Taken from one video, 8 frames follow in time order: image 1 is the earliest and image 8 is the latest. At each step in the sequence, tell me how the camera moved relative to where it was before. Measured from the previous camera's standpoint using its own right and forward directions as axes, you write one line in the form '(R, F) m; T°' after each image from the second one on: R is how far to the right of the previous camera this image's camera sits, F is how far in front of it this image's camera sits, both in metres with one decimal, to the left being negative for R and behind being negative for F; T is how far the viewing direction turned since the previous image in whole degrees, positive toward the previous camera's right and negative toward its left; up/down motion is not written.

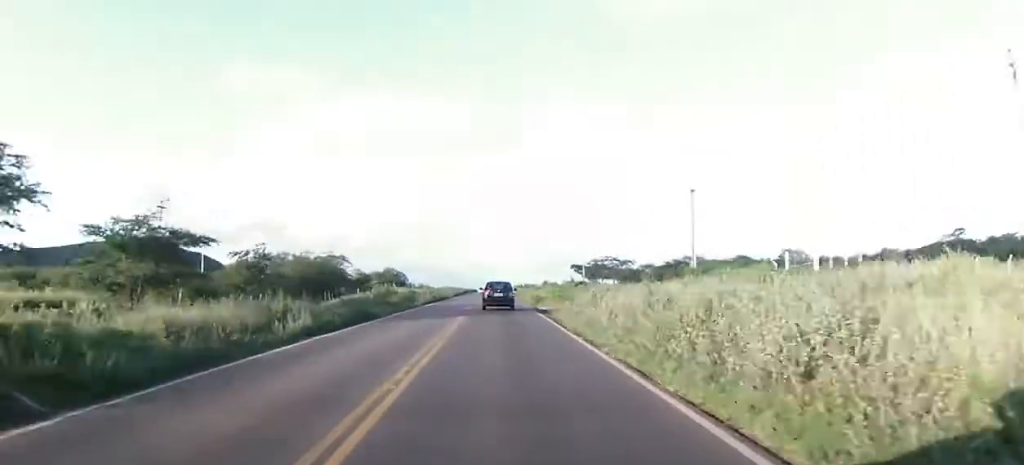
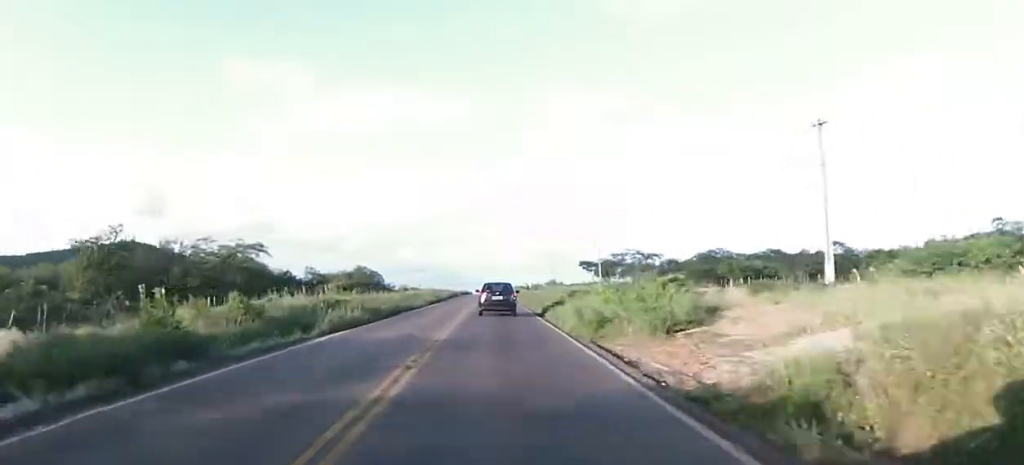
(-0.2, +27.5) m; -1°
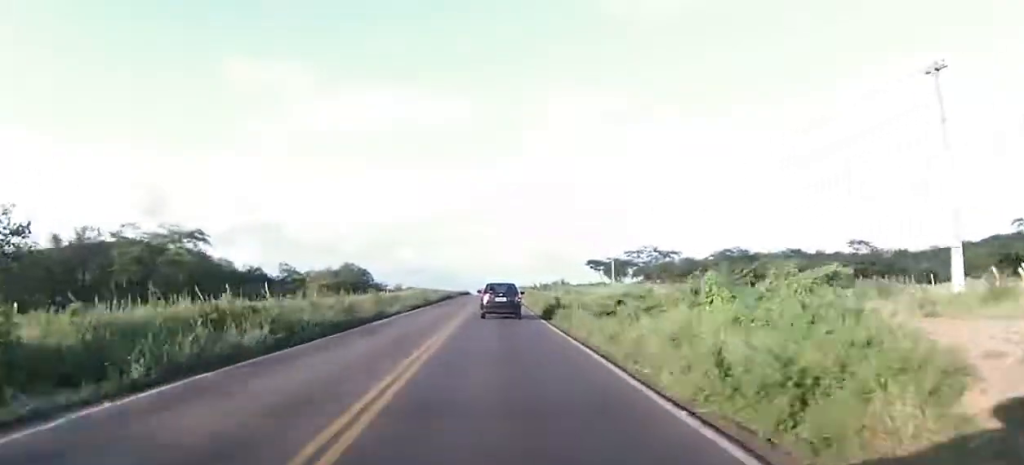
(-0.1, +11.4) m; 0°
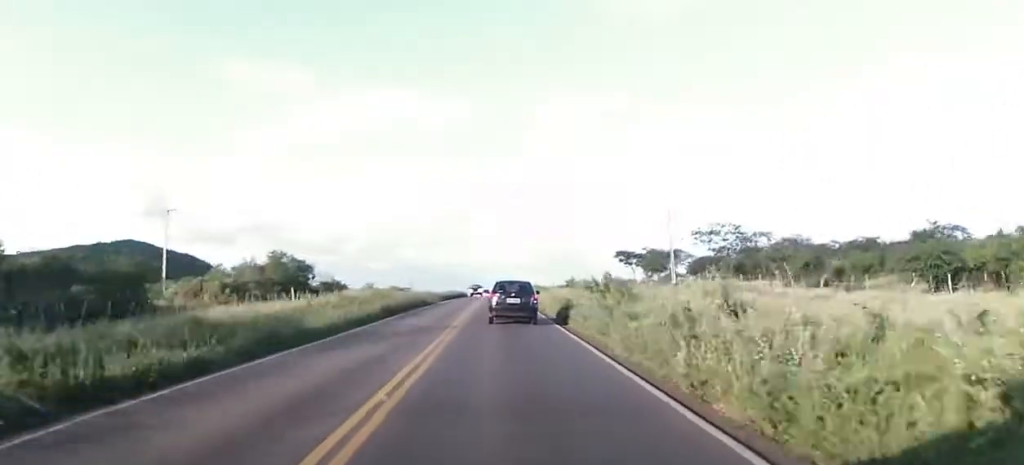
(+0.1, +35.4) m; +1°
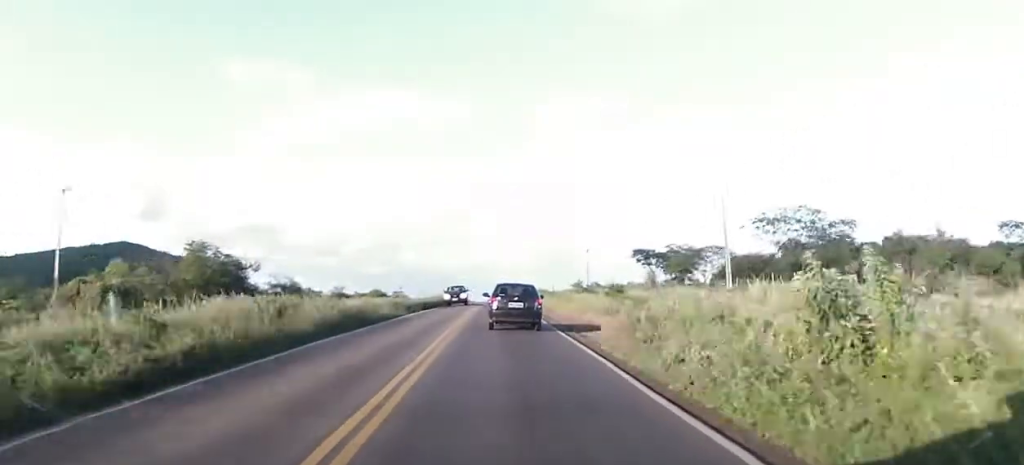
(+0.1, +19.0) m; 0°
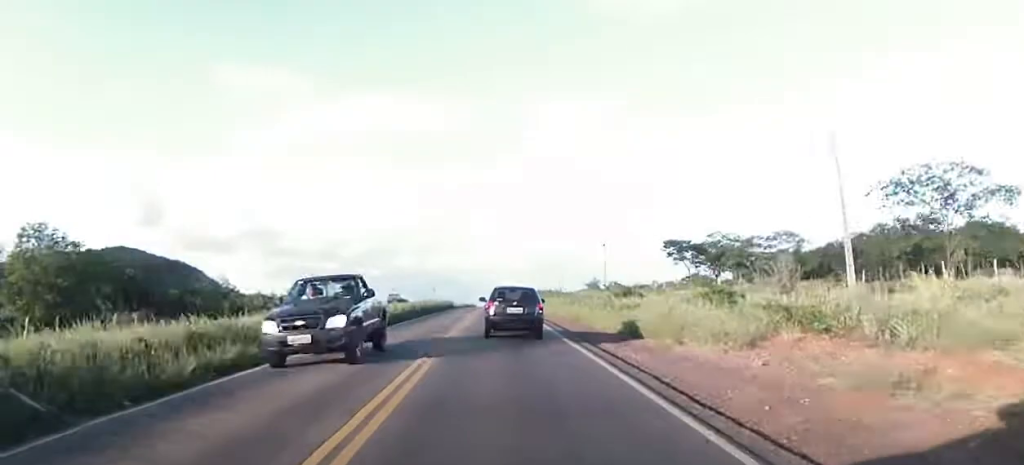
(0.0, +20.3) m; -1°
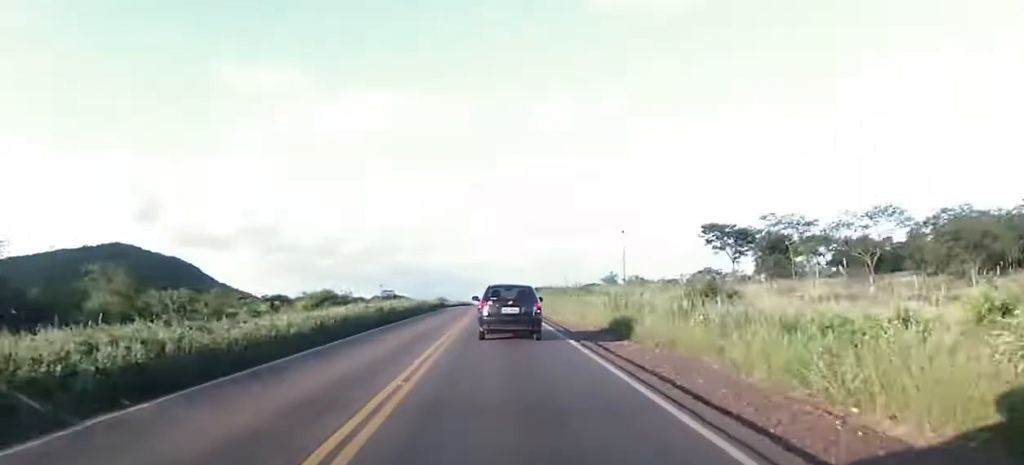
(-0.2, +18.0) m; -1°
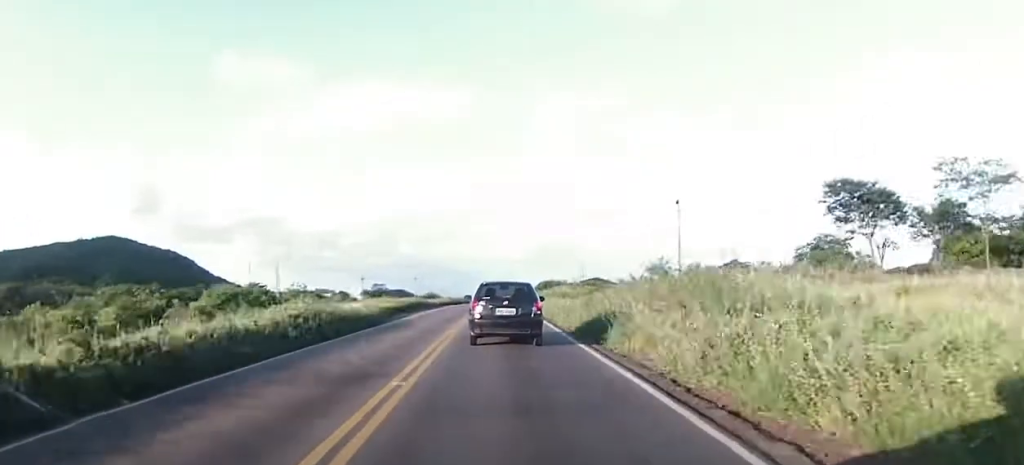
(-0.1, +28.9) m; +1°
